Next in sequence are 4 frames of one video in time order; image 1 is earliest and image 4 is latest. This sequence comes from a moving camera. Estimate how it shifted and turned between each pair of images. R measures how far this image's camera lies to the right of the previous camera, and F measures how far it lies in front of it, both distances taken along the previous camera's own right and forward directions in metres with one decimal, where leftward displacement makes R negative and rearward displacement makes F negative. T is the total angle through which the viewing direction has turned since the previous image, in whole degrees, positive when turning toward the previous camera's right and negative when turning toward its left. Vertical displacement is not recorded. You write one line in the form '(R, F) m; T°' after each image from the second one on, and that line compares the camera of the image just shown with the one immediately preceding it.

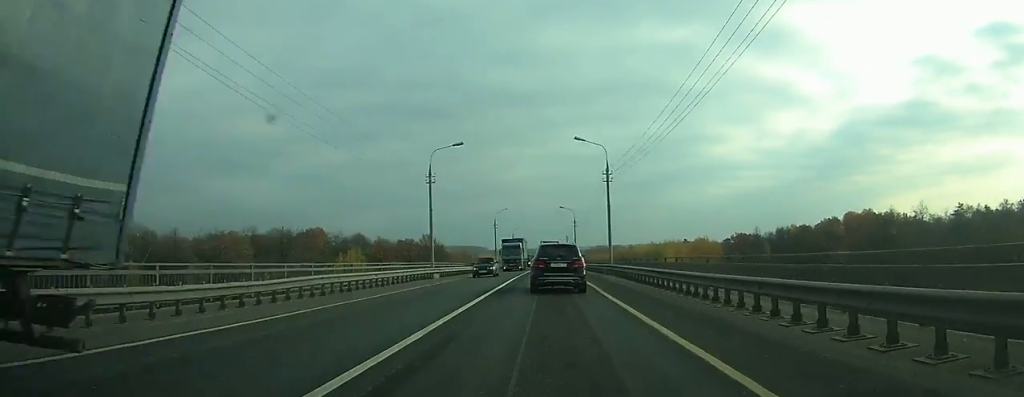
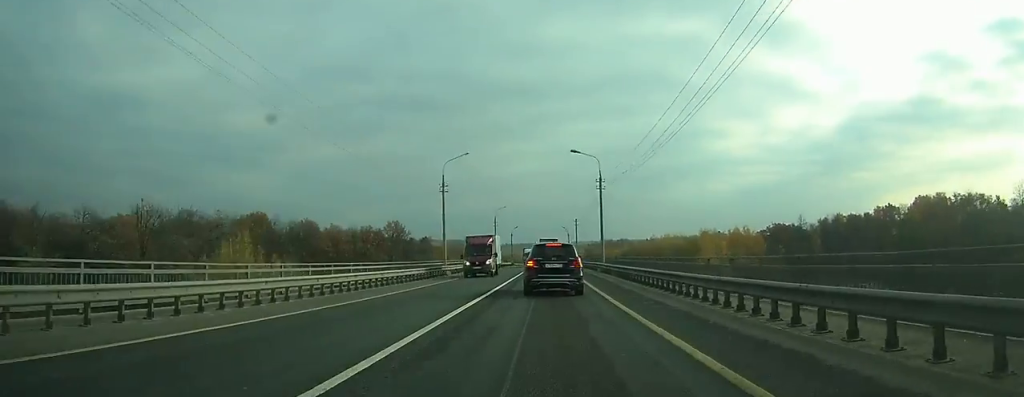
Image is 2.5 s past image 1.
(+0.1, +45.5) m; 0°
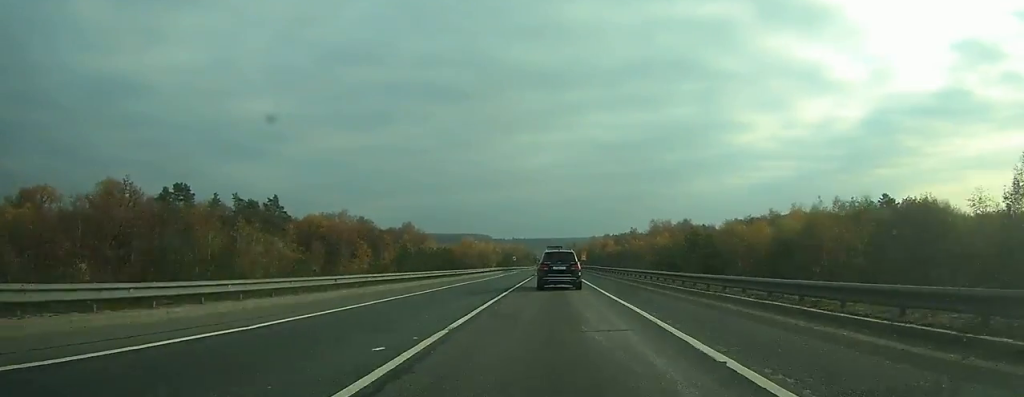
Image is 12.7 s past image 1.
(+0.4, +181.7) m; -1°
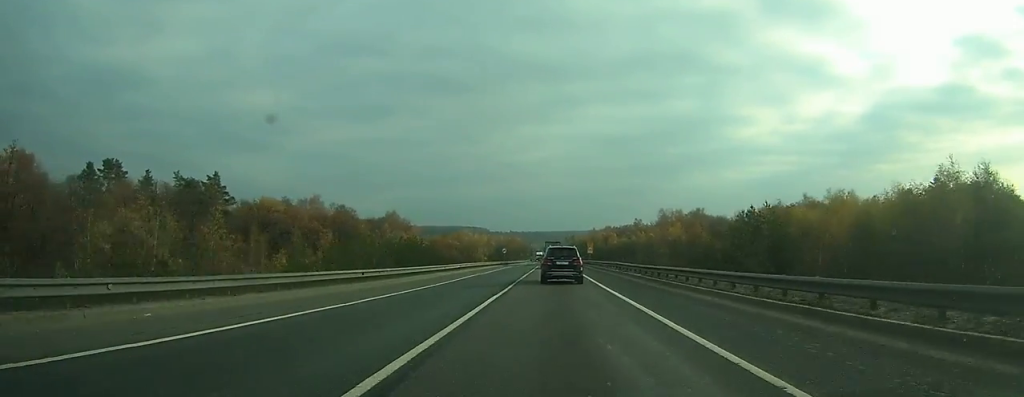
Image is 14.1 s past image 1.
(-0.1, +24.4) m; 0°
